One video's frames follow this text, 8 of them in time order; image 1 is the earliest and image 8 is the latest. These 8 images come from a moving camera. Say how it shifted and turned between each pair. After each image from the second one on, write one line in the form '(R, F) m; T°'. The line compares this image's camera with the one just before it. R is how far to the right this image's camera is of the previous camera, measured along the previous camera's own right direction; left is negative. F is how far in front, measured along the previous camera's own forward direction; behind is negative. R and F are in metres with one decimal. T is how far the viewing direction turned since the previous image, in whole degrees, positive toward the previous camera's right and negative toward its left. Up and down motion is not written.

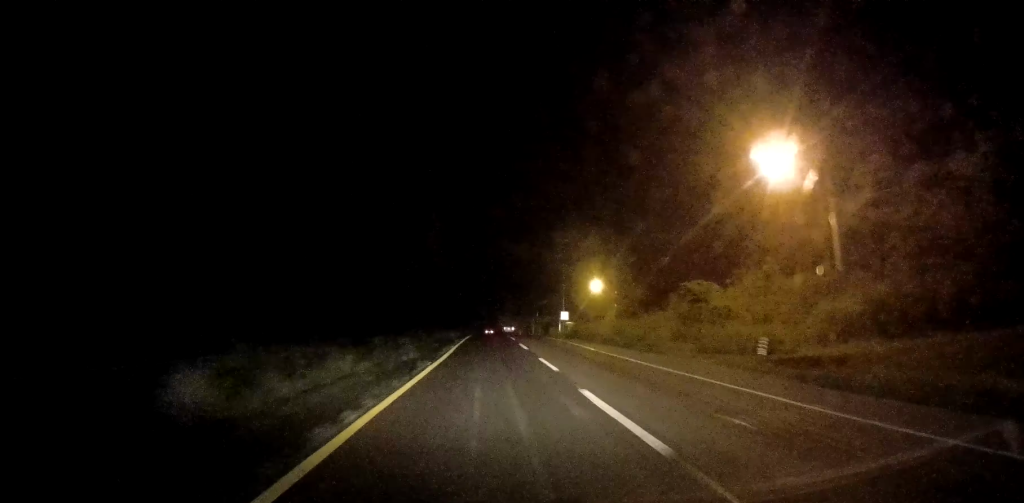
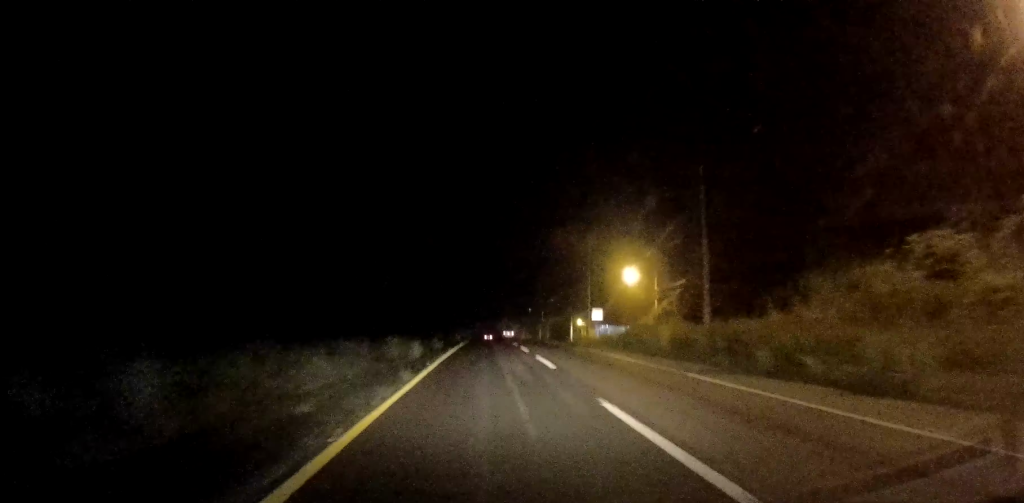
(+0.3, +23.5) m; 0°
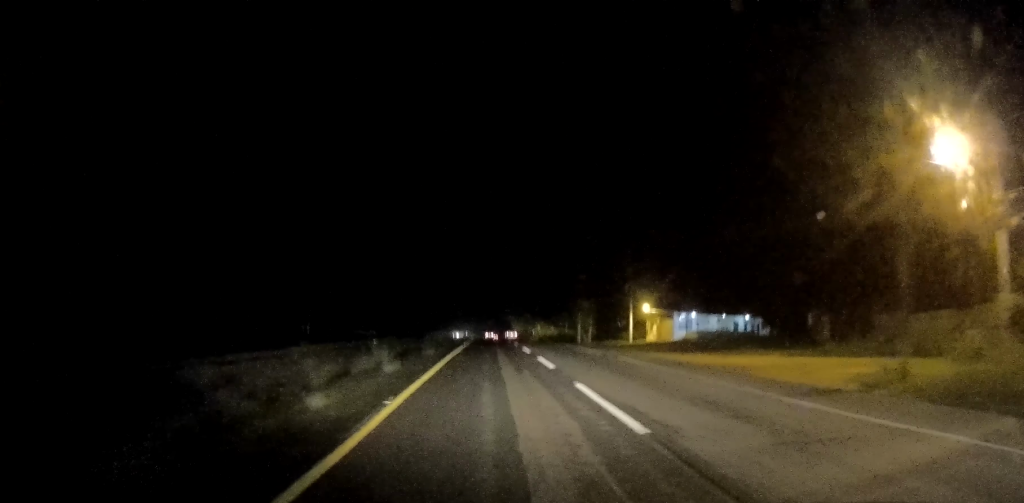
(-0.6, +53.5) m; 0°
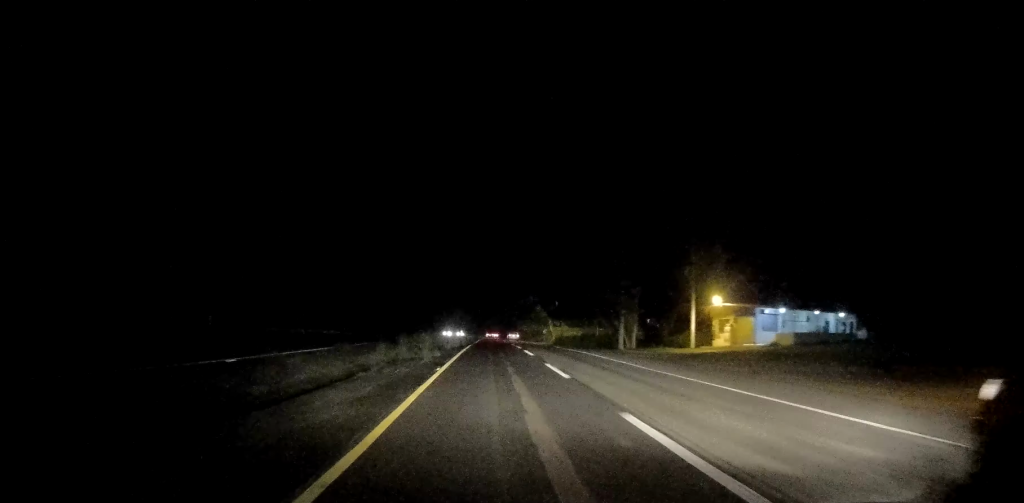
(+0.3, +23.8) m; 0°
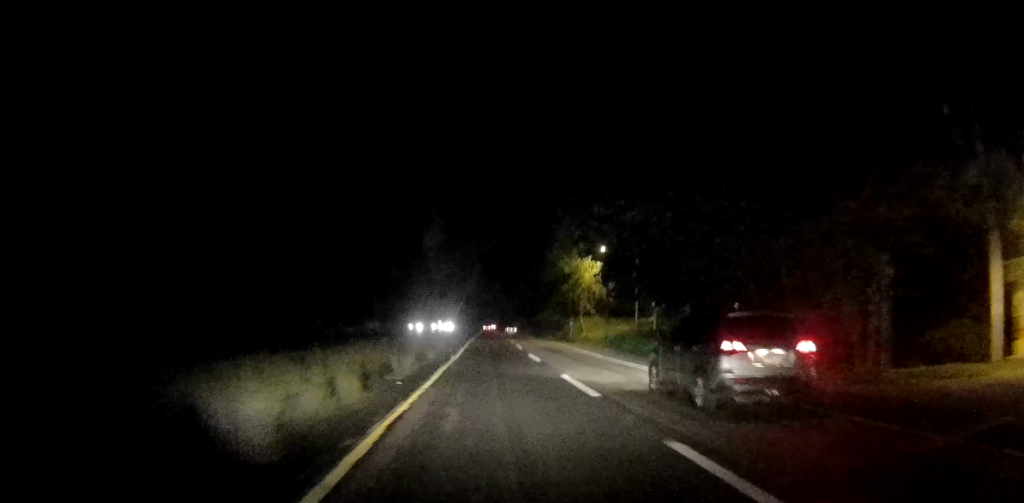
(-0.5, +36.0) m; 0°
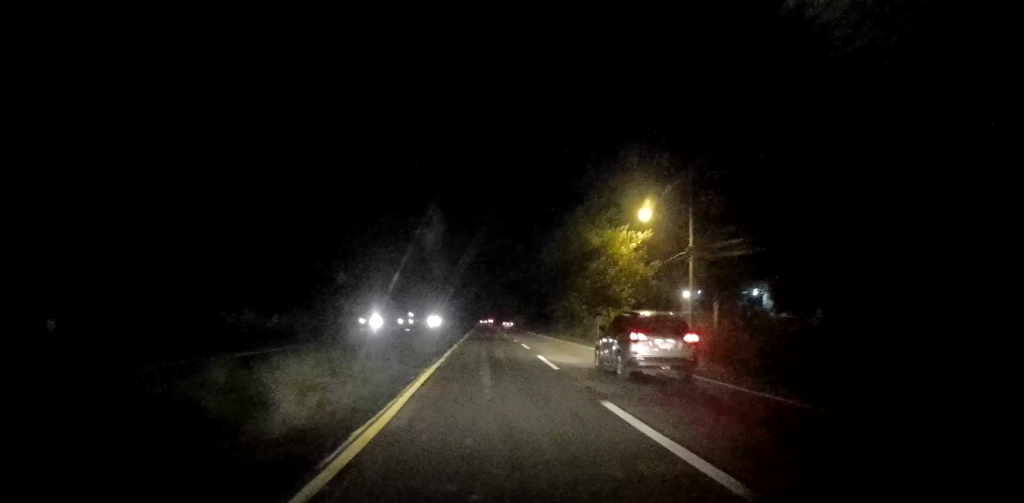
(+0.2, +18.7) m; +1°
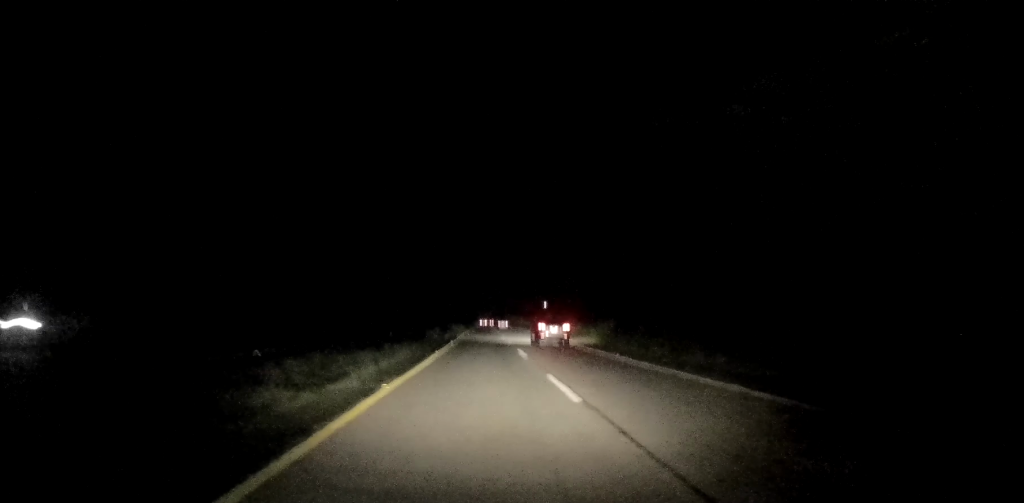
(+0.2, +64.1) m; -1°
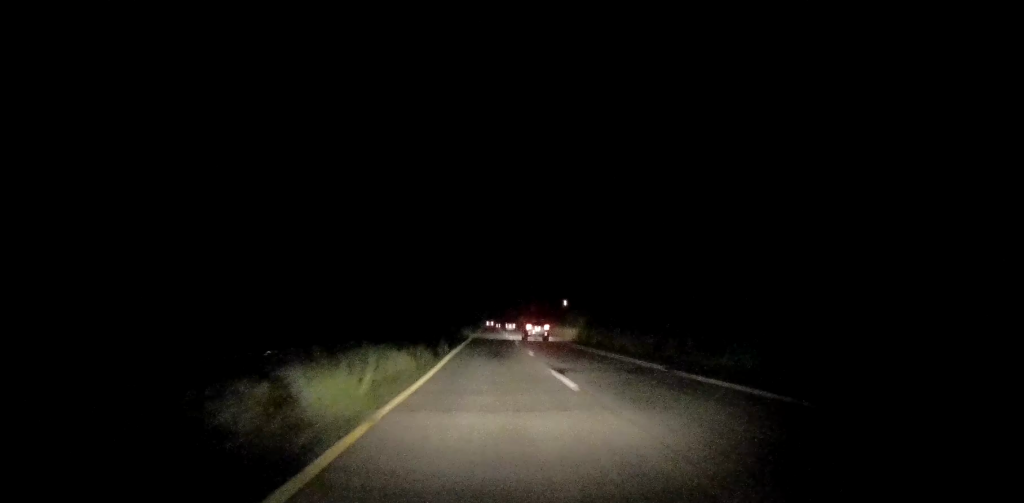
(-0.4, +45.8) m; 0°
